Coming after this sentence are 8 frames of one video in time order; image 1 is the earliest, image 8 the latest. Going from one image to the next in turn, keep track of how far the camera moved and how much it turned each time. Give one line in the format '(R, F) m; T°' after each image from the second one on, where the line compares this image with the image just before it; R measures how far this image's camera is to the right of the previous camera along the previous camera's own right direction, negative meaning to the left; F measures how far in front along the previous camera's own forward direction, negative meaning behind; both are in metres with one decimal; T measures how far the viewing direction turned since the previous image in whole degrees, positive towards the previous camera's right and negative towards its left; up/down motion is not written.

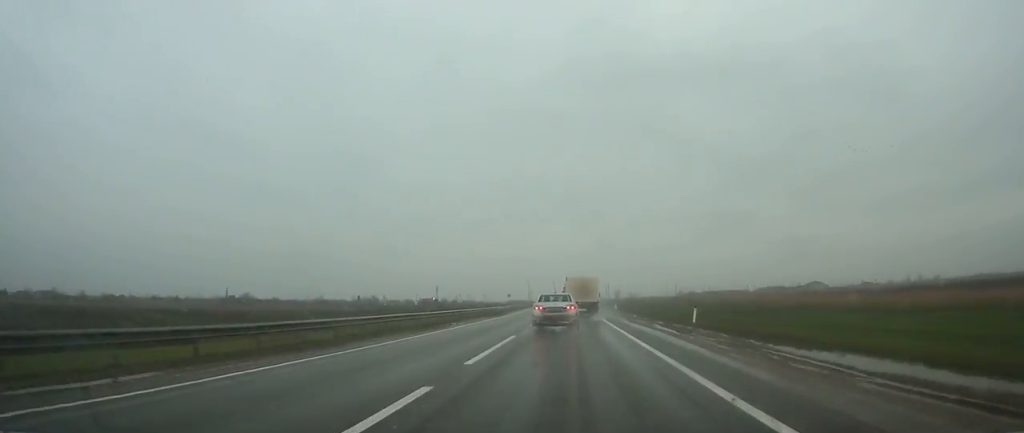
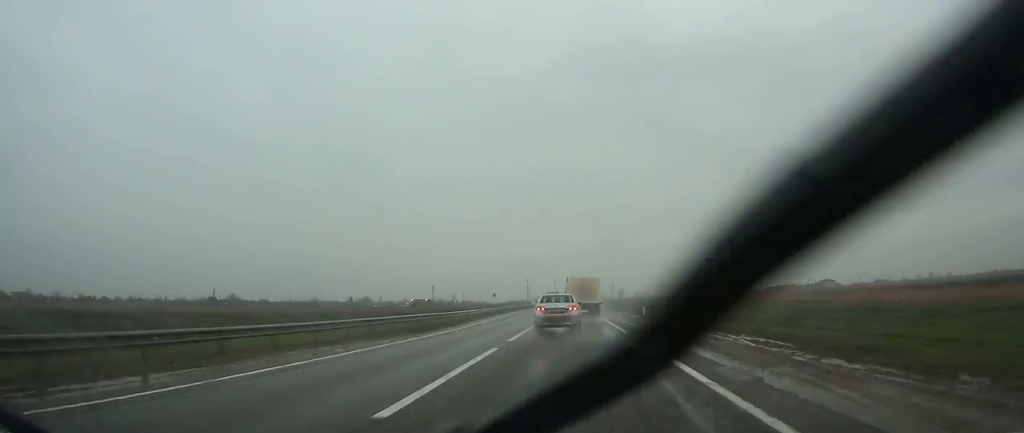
(+0.1, +29.0) m; 0°
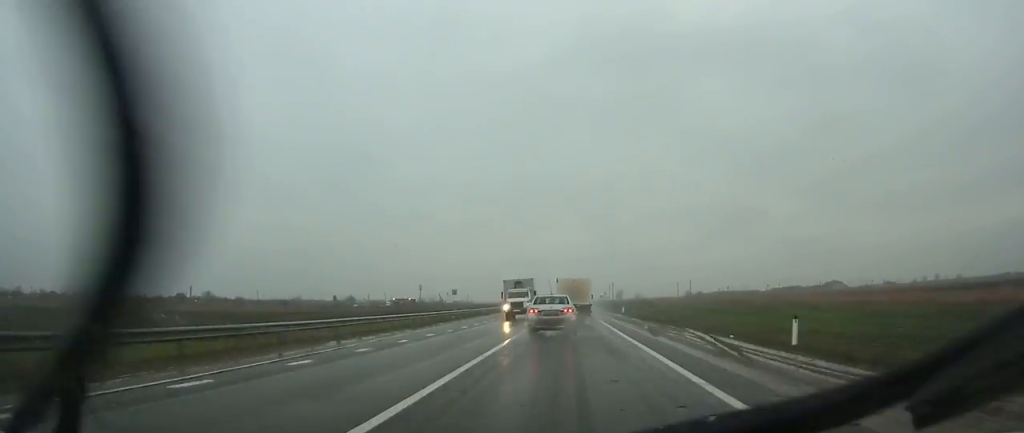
(0.0, +33.3) m; 0°
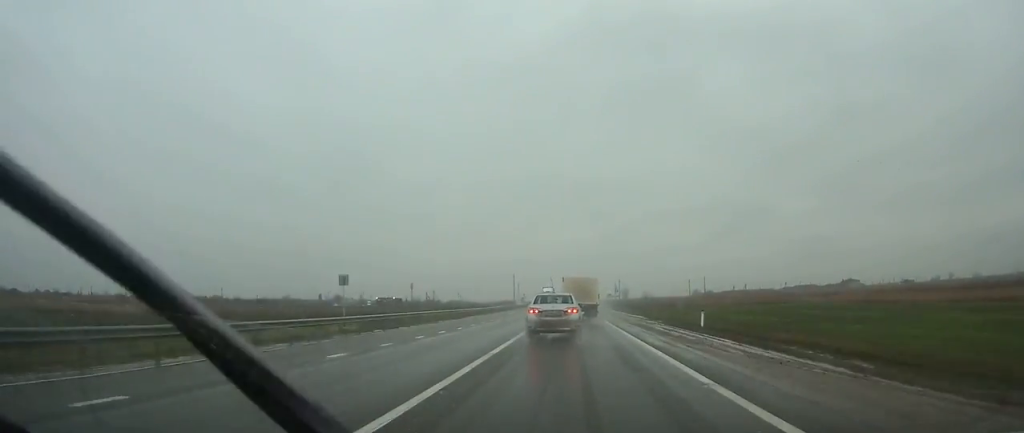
(+0.1, +37.3) m; 0°
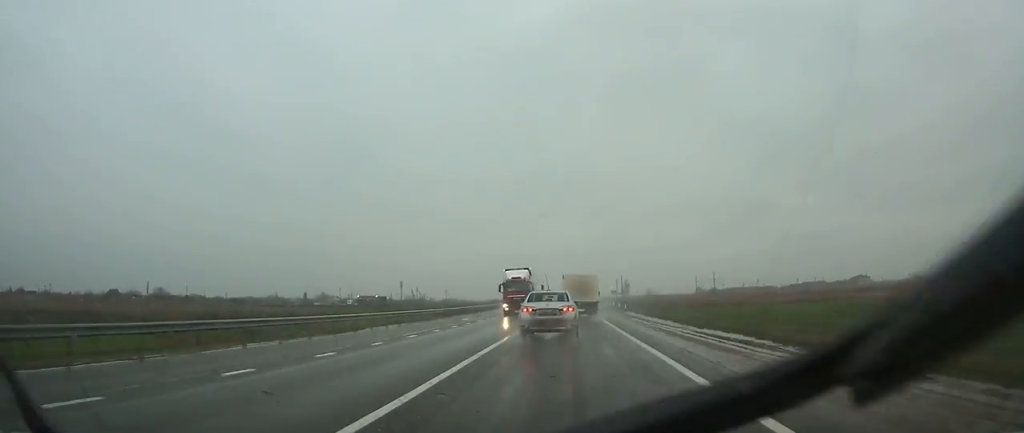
(0.0, +28.1) m; 0°
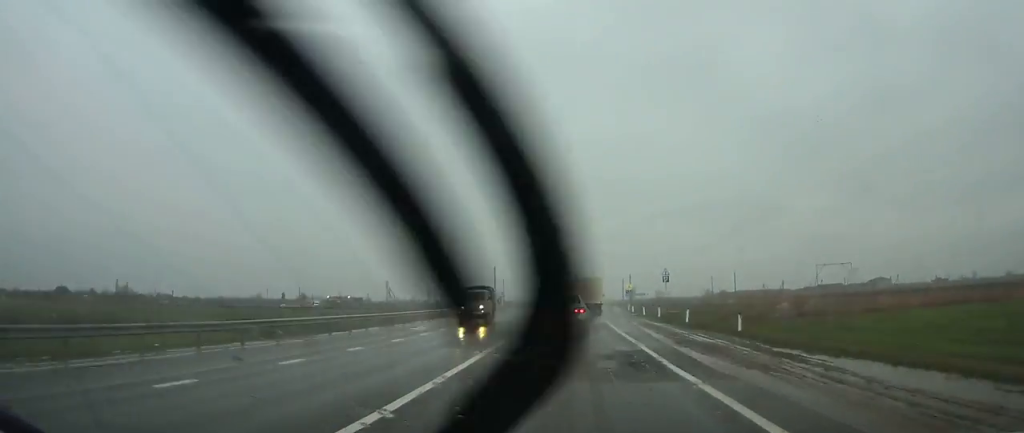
(-0.1, +41.9) m; 0°
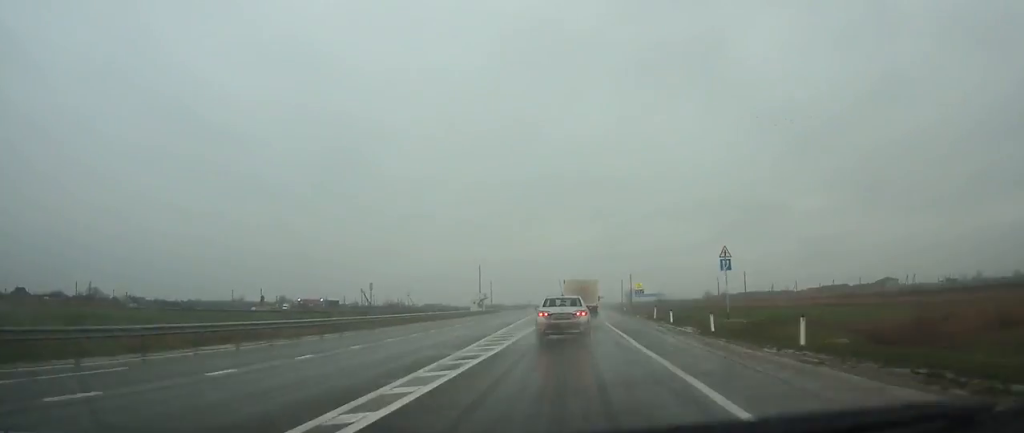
(+0.1, +26.0) m; 0°
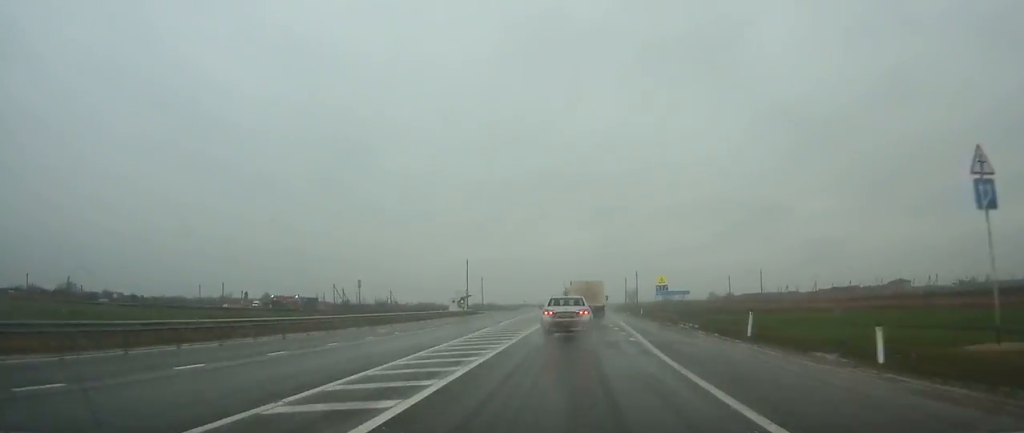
(+0.1, +24.3) m; 0°
